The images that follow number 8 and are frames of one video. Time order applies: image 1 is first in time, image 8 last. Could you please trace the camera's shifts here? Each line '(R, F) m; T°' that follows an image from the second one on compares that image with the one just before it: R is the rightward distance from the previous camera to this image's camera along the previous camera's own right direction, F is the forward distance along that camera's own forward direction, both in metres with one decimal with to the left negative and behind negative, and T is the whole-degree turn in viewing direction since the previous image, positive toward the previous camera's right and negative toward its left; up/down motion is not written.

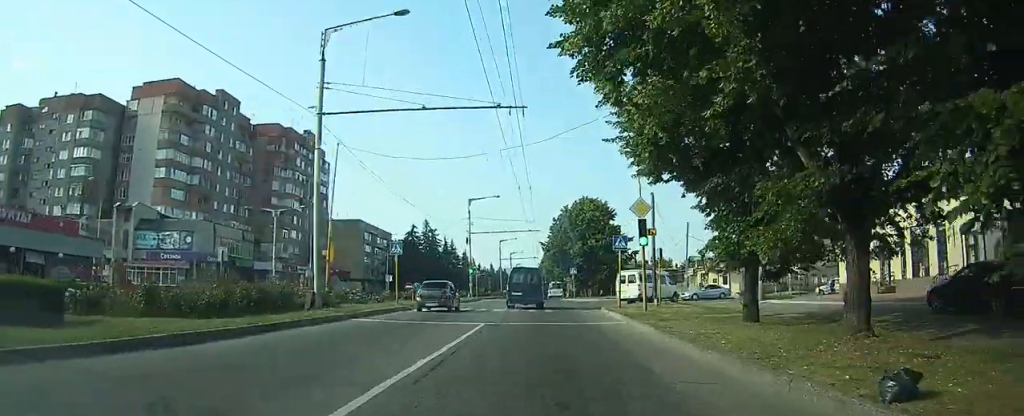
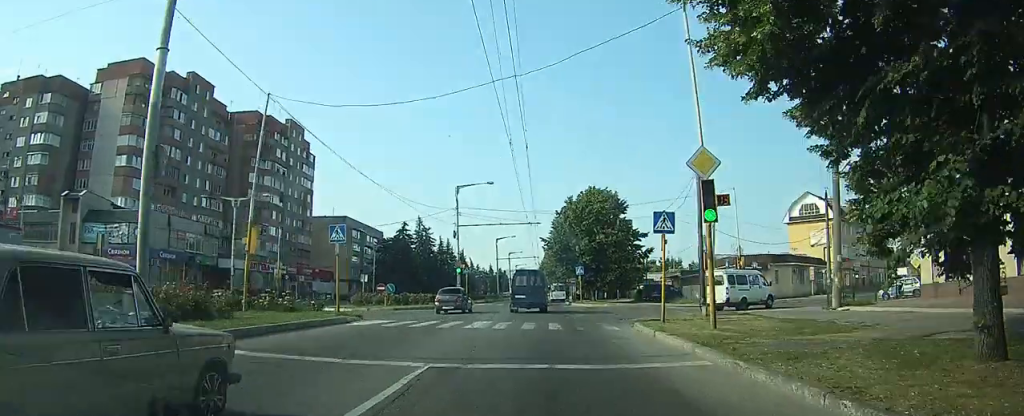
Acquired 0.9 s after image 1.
(0.0, +10.5) m; 0°
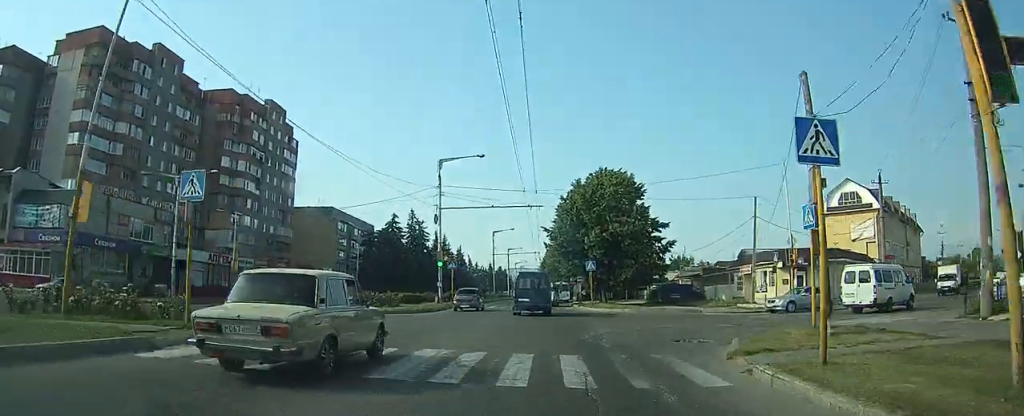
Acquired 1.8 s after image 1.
(0.0, +9.5) m; 0°
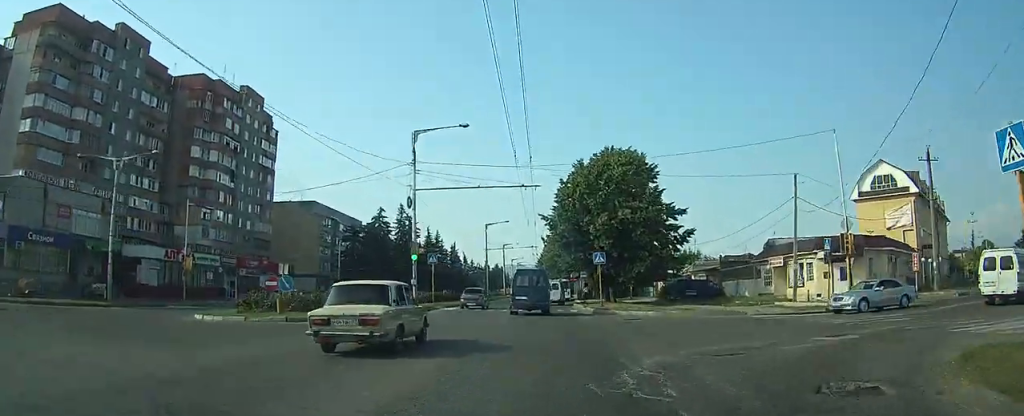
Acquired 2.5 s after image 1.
(0.0, +6.9) m; 0°
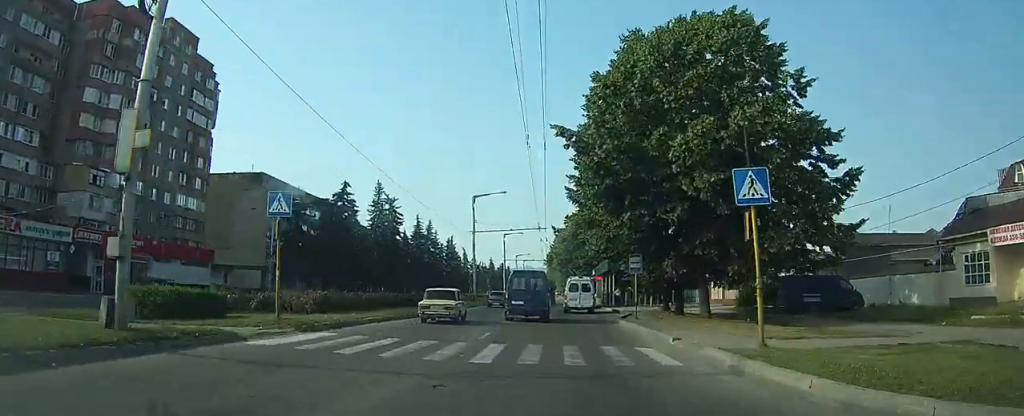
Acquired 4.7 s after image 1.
(+1.0, +24.7) m; +3°
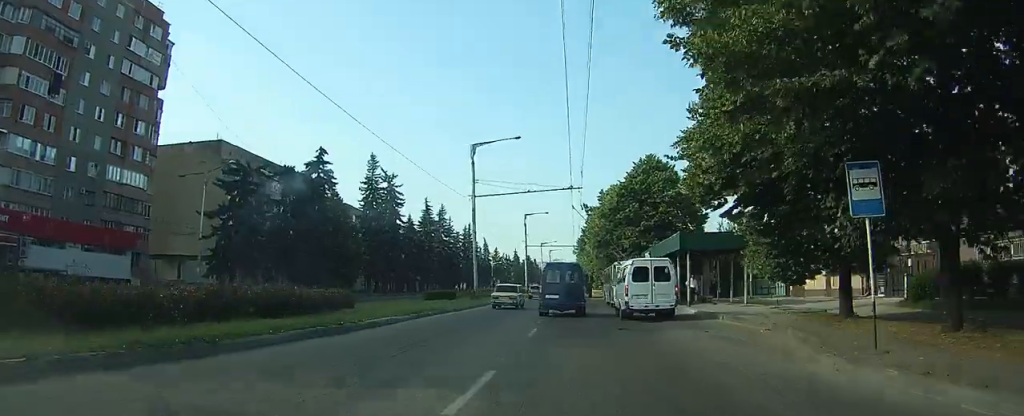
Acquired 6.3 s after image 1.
(-0.6, +19.3) m; -3°
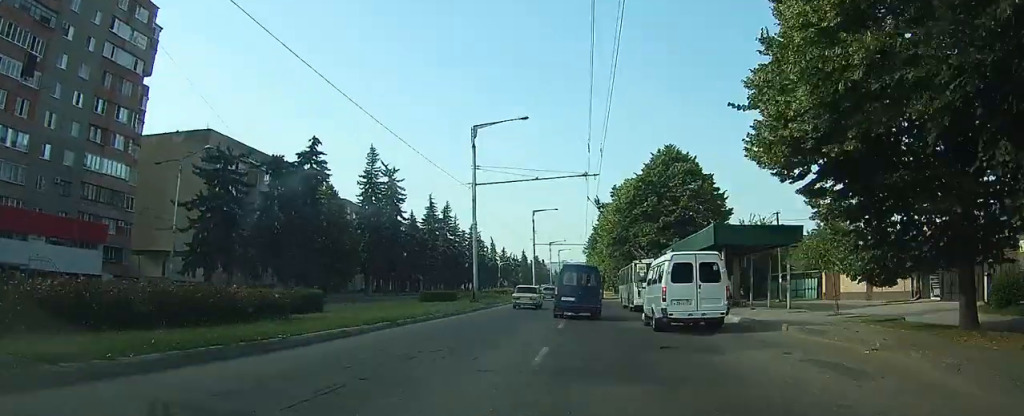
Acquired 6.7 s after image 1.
(0.0, +5.1) m; 0°
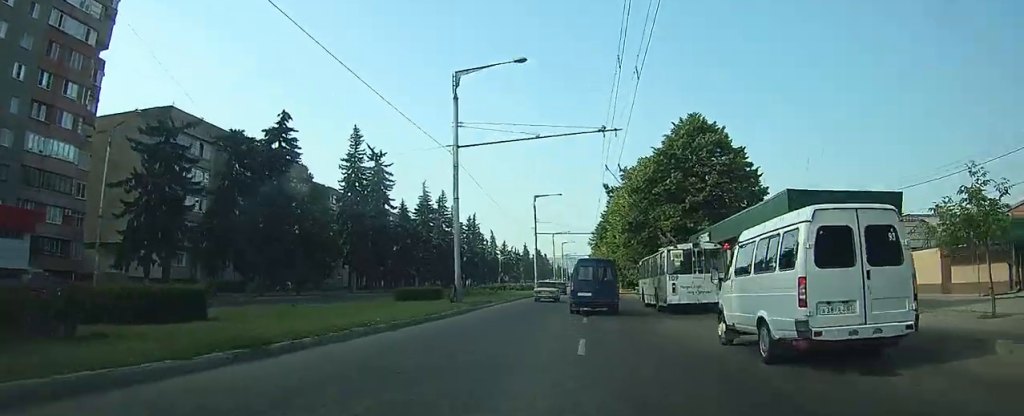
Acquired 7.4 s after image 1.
(0.0, +8.5) m; 0°
